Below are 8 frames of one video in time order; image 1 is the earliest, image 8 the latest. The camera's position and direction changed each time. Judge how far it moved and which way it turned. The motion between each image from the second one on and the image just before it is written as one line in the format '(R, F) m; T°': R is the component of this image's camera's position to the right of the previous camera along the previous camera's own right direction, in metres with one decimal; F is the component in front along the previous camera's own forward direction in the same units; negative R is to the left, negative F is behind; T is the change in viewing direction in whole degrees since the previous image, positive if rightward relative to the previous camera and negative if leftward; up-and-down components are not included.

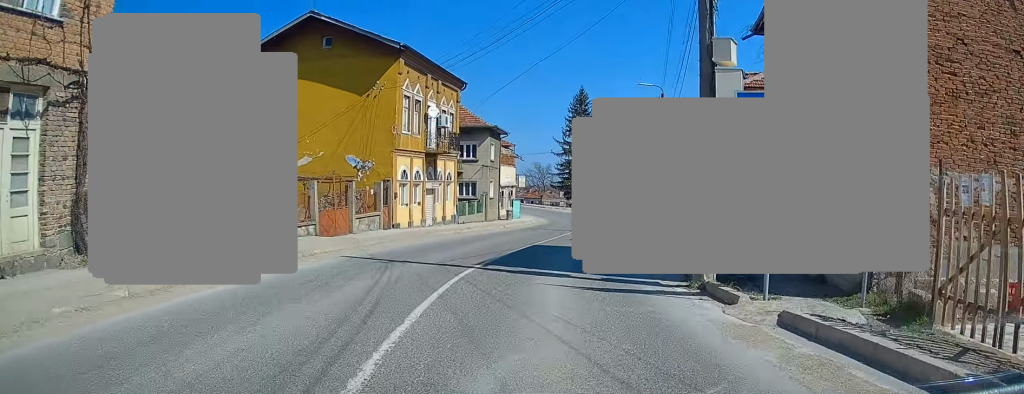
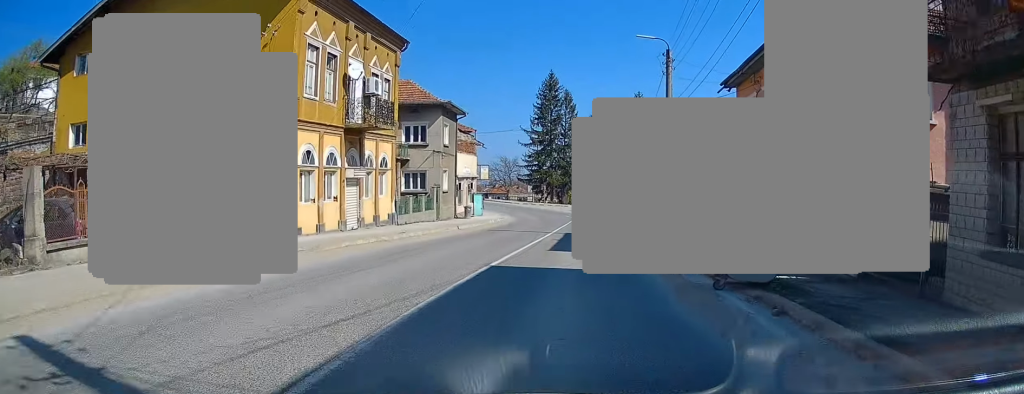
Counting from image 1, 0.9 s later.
(+0.1, +9.3) m; +3°
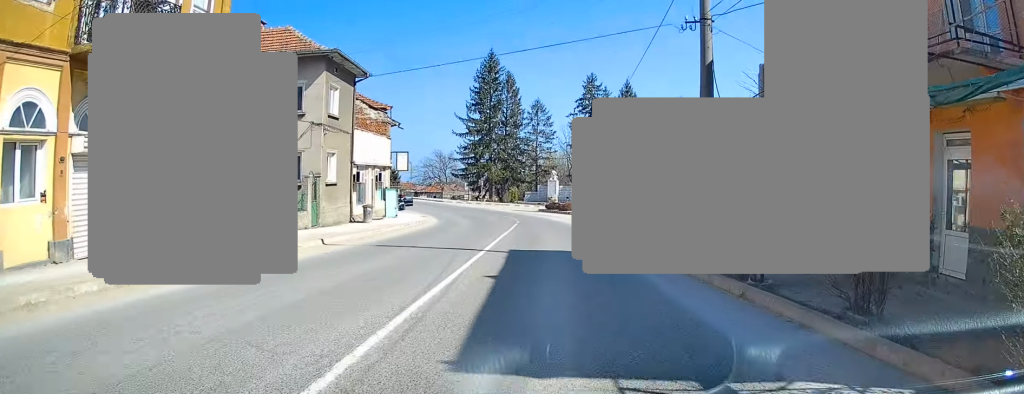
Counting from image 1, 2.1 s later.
(+0.7, +12.9) m; +4°
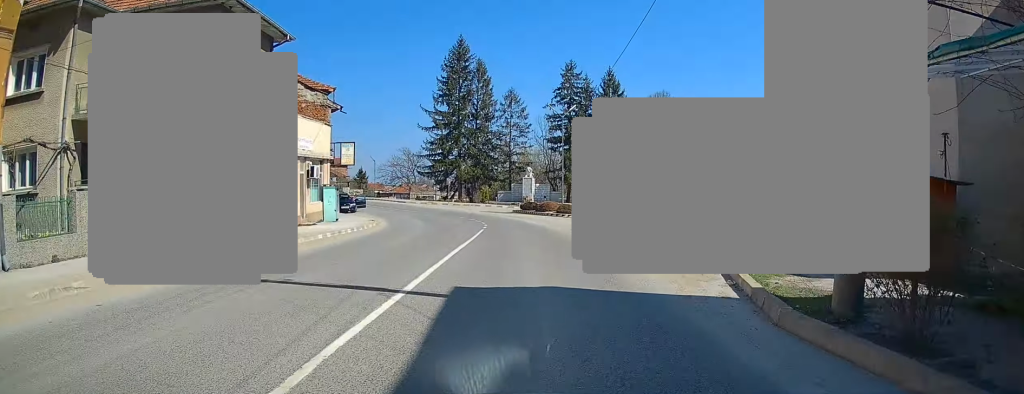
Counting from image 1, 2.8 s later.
(+0.1, +7.5) m; +1°
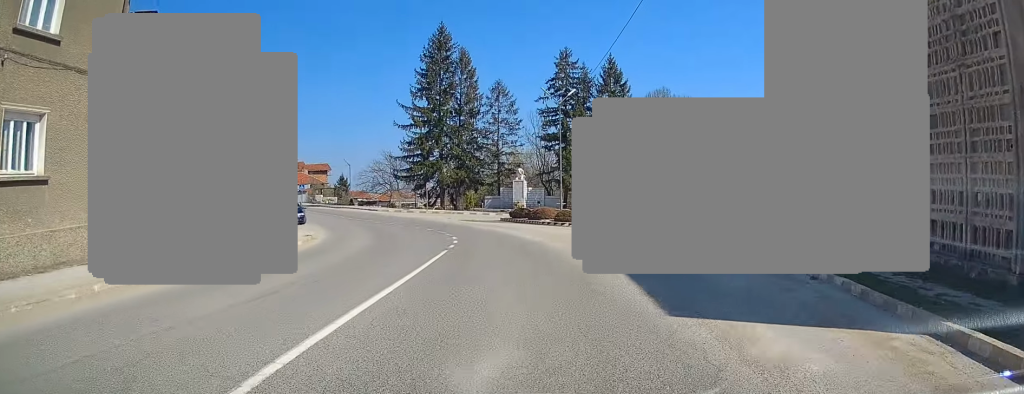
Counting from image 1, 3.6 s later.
(0.0, +9.0) m; -1°
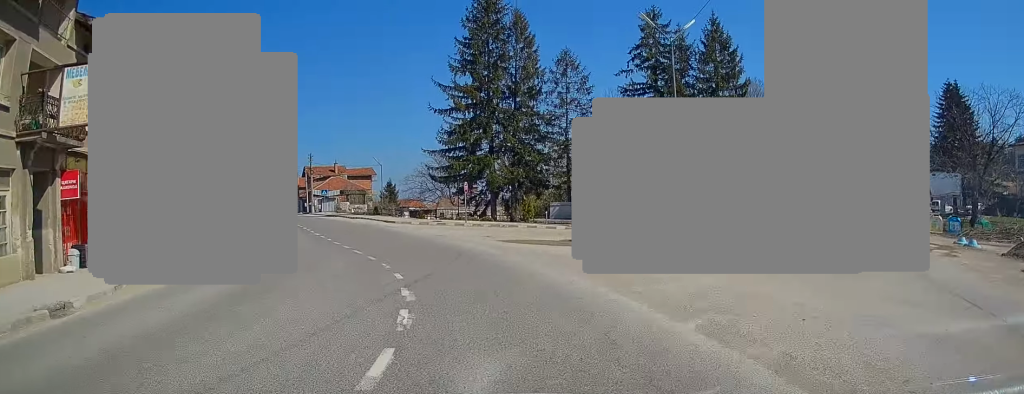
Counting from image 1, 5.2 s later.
(-0.8, +16.7) m; -9°
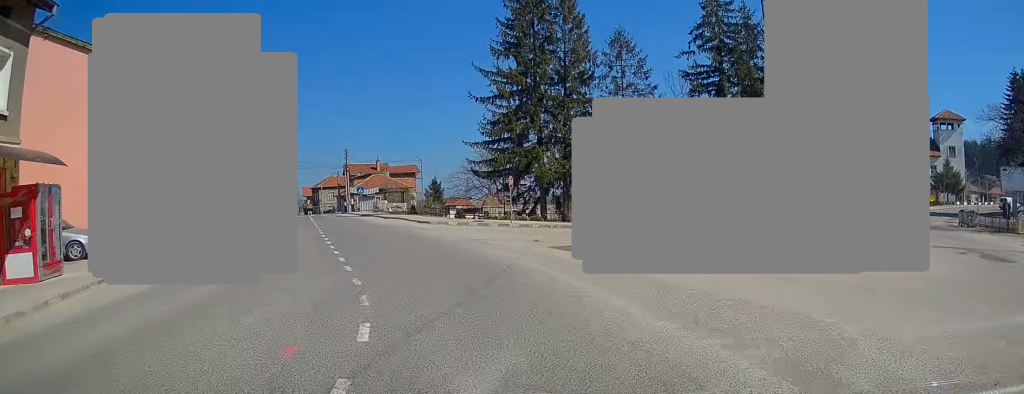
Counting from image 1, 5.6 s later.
(+0.1, +5.0) m; -4°
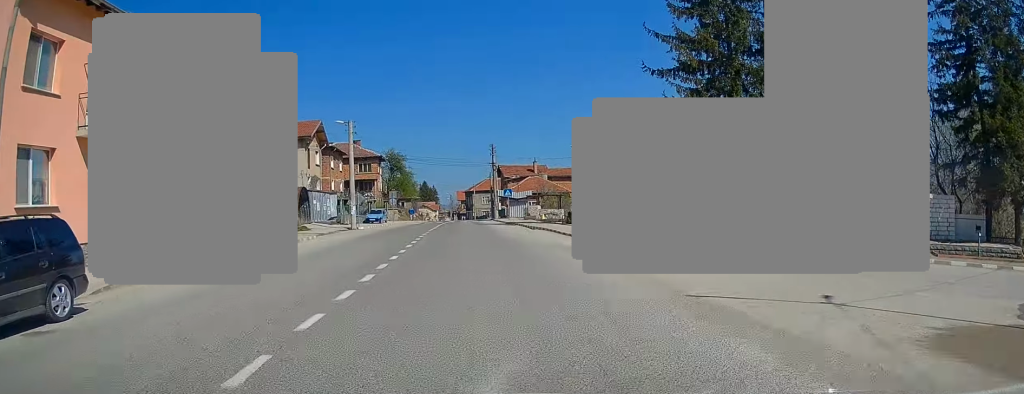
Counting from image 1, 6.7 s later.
(-1.4, +11.7) m; -12°
